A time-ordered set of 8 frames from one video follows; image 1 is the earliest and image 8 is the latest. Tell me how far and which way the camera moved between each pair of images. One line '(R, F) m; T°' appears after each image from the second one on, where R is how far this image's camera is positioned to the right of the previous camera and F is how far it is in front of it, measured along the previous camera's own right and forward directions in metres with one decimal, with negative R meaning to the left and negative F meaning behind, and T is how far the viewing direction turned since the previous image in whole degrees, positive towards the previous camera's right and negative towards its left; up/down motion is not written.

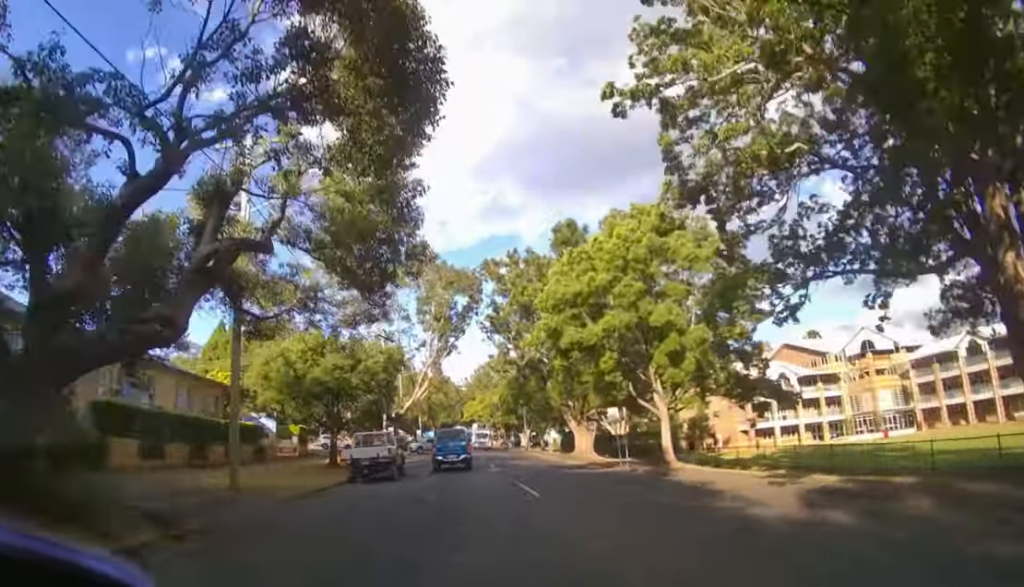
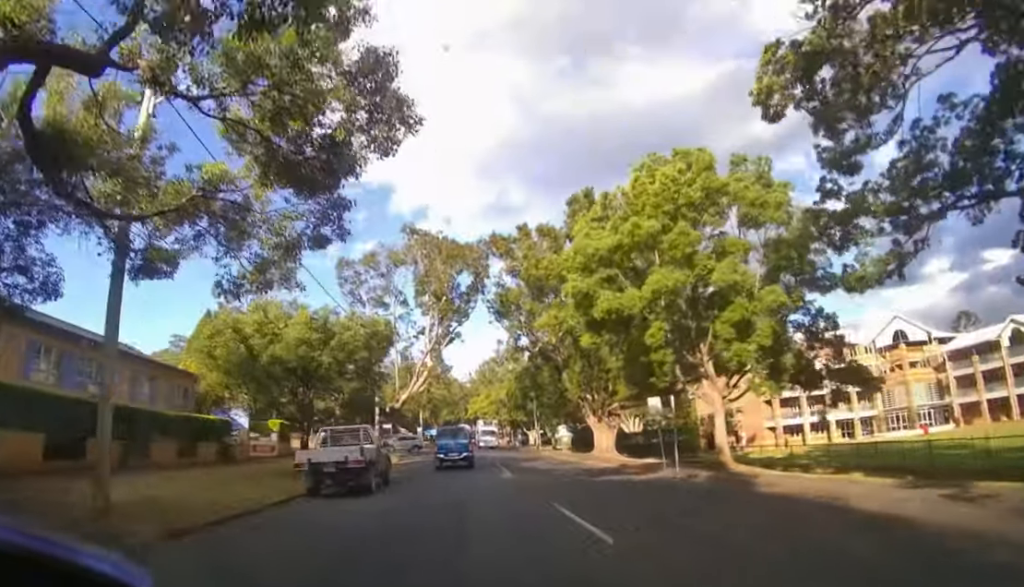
(0.0, +4.8) m; 0°
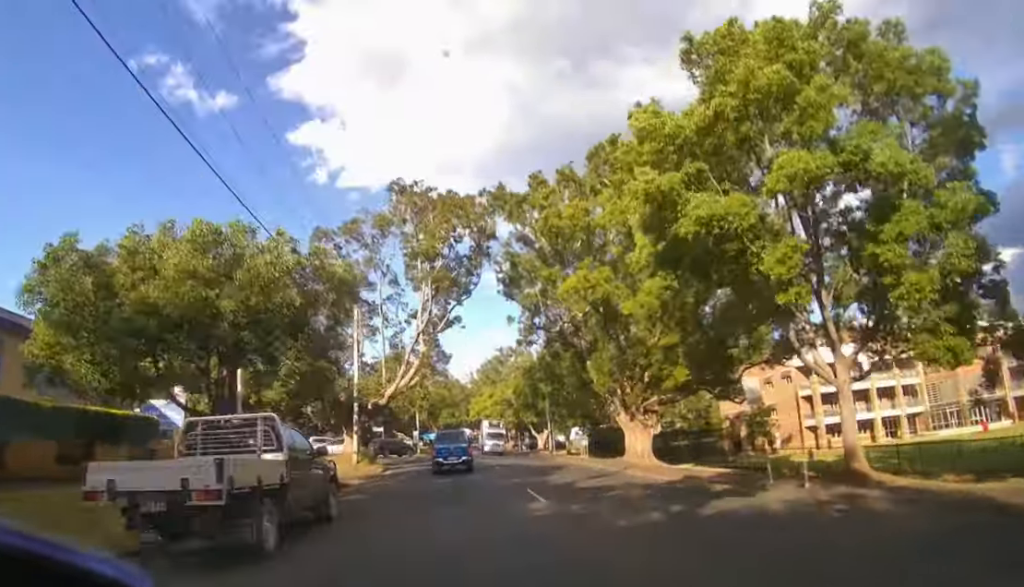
(+0.1, +7.3) m; -1°
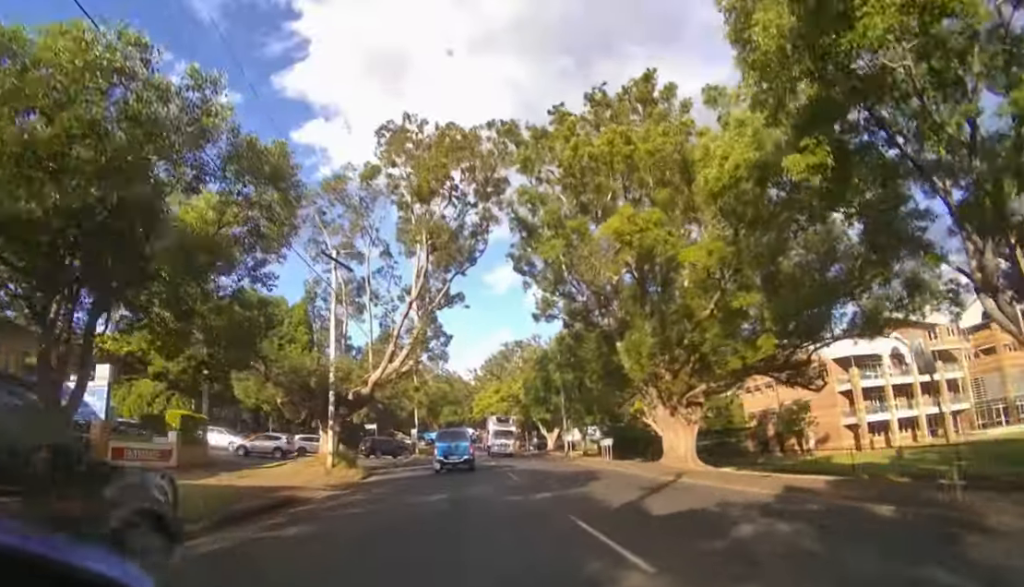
(-0.1, +5.3) m; 0°
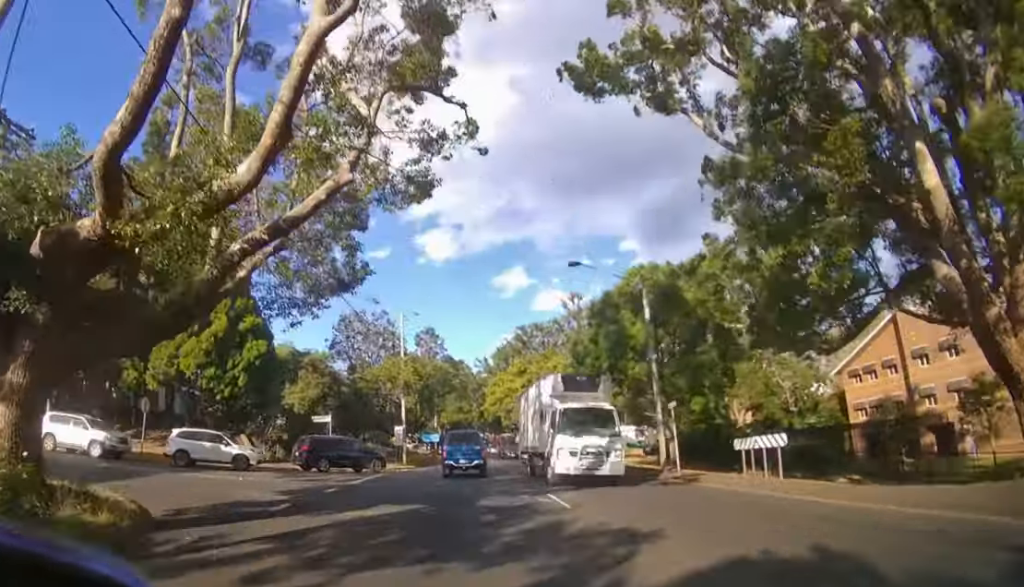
(-0.2, +18.5) m; -1°
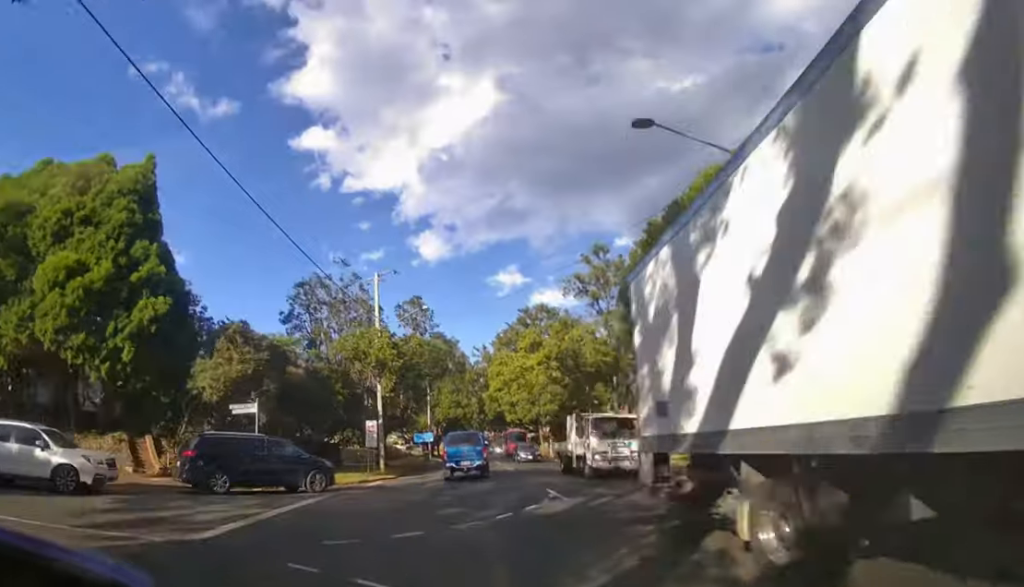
(-0.1, +10.4) m; -1°
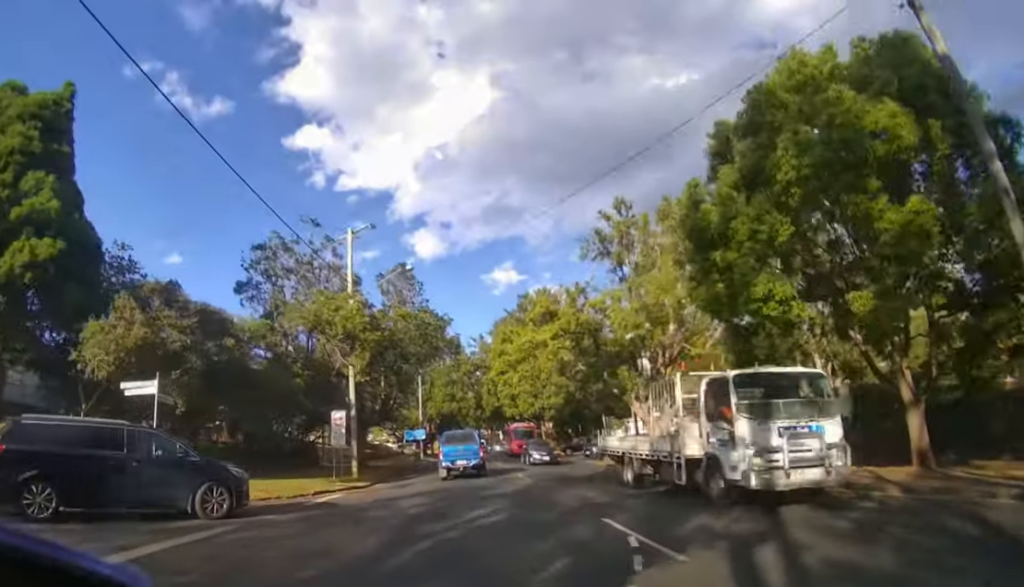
(0.0, +6.6) m; 0°
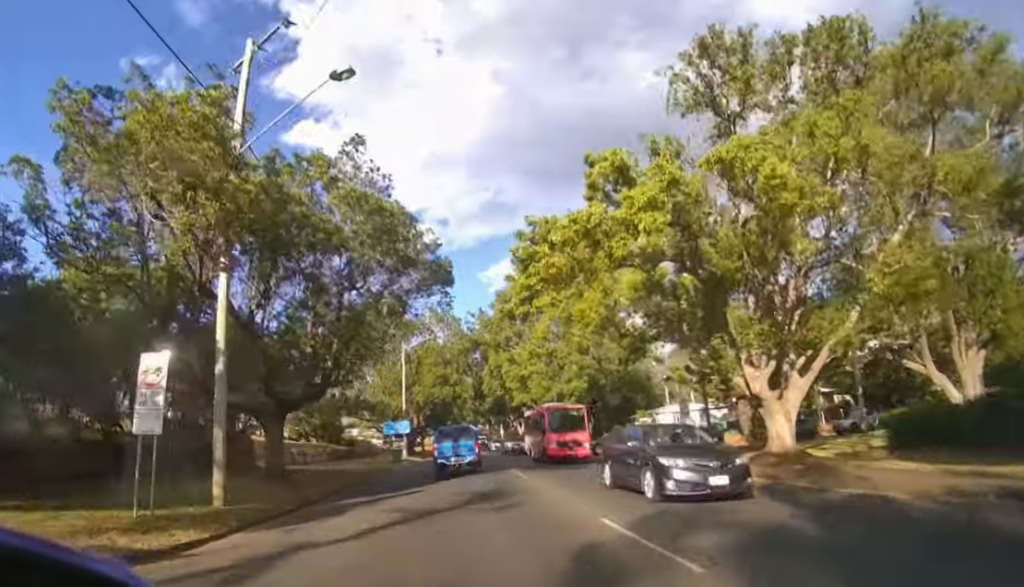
(+0.1, +13.6) m; +1°
